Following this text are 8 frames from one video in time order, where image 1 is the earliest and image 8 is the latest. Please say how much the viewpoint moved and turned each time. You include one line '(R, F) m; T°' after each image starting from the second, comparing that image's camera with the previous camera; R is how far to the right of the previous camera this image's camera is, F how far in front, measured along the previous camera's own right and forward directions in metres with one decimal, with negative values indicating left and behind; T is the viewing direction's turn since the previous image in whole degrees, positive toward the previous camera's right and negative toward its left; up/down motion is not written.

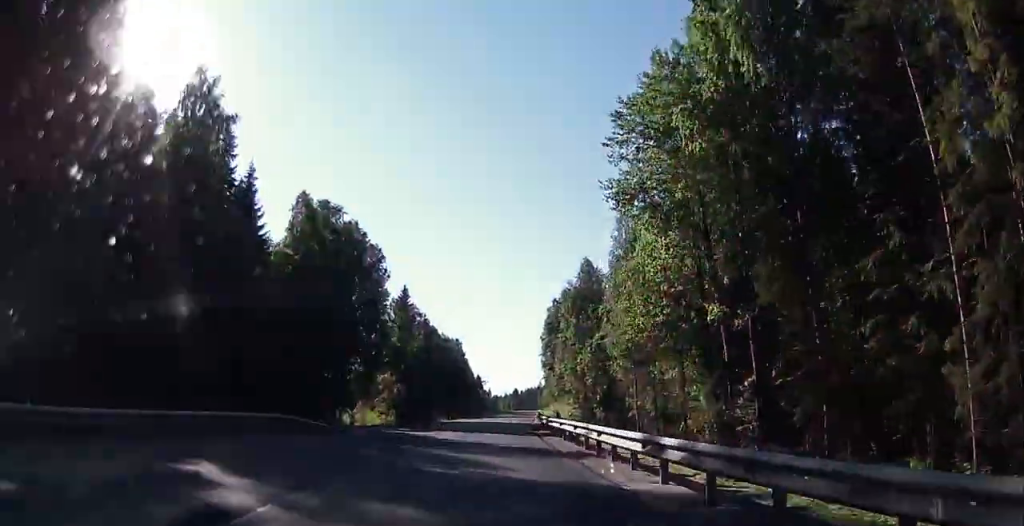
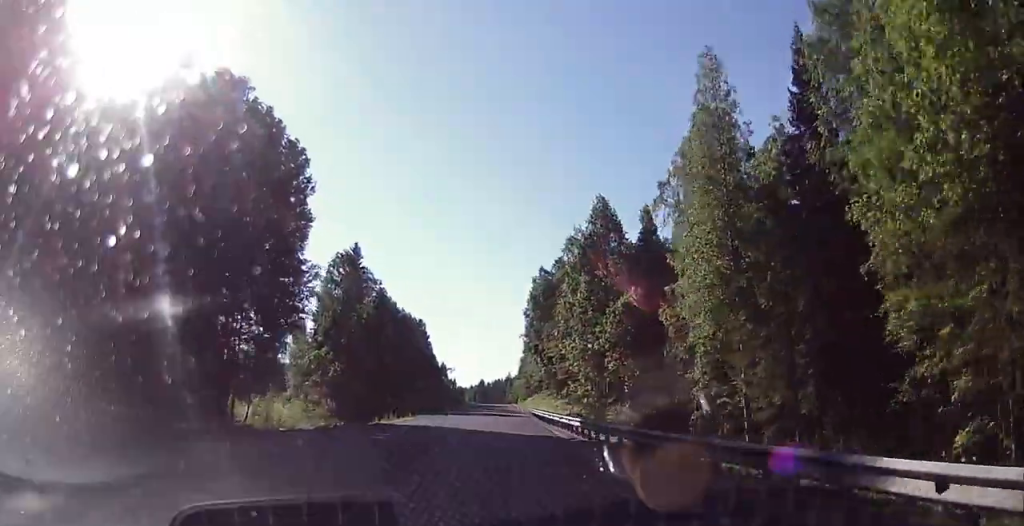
(0.0, +30.5) m; +1°
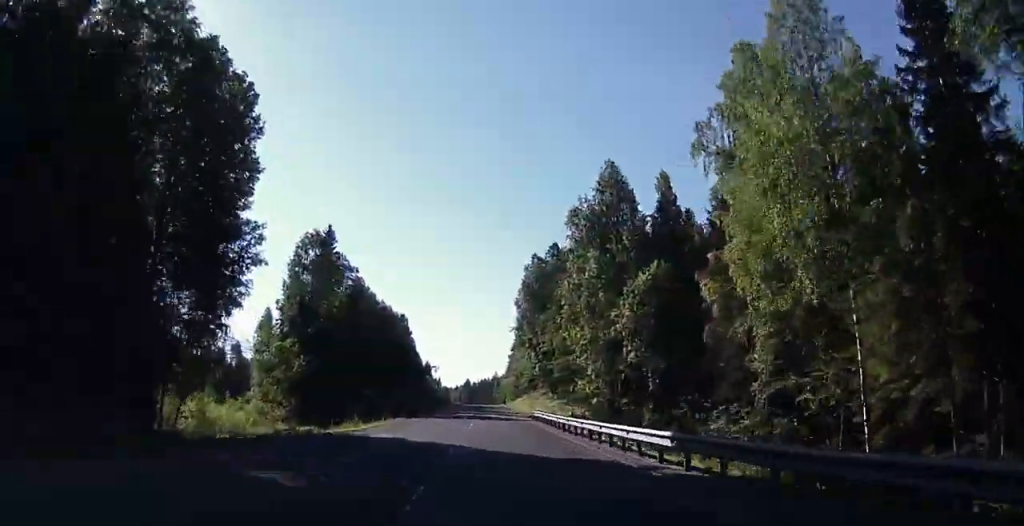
(+0.1, +11.7) m; 0°
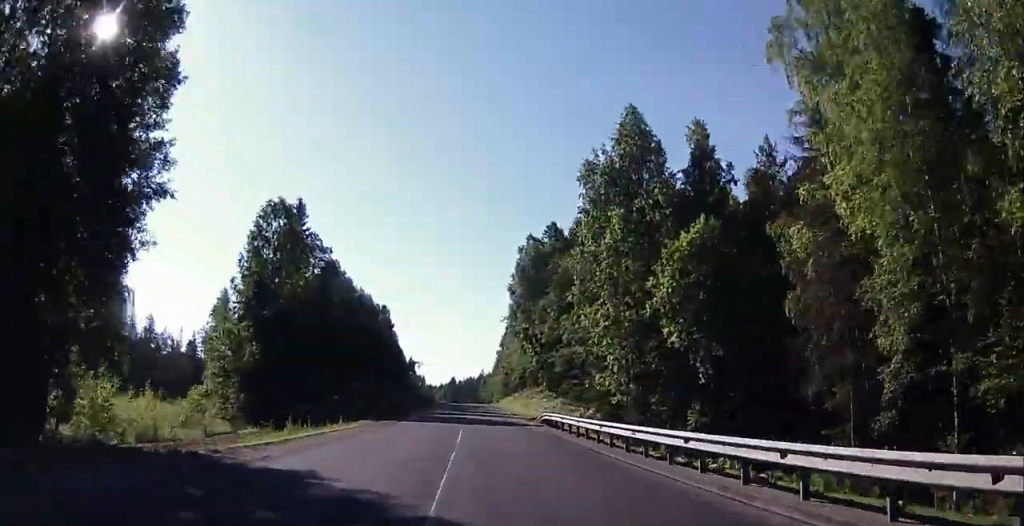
(+0.2, +12.6) m; 0°
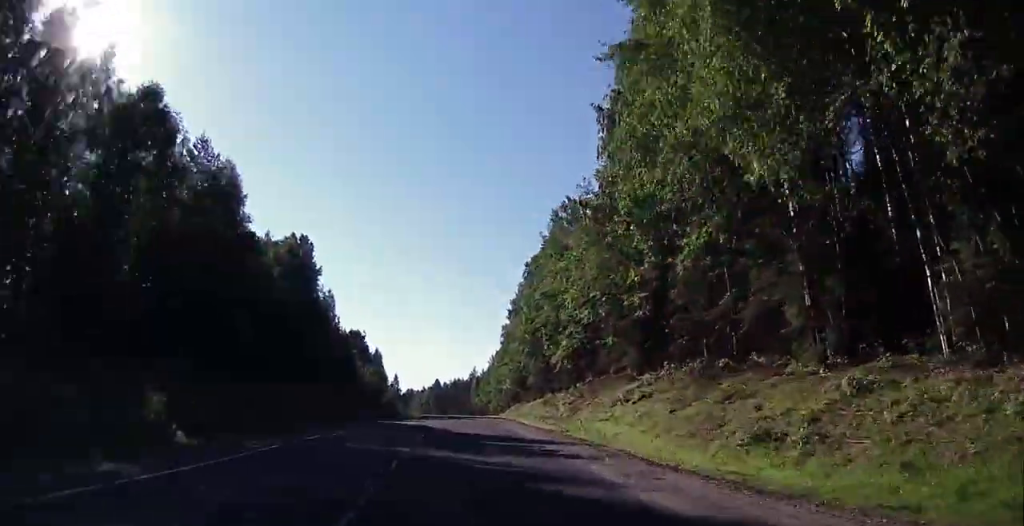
(+1.1, +77.1) m; +2°
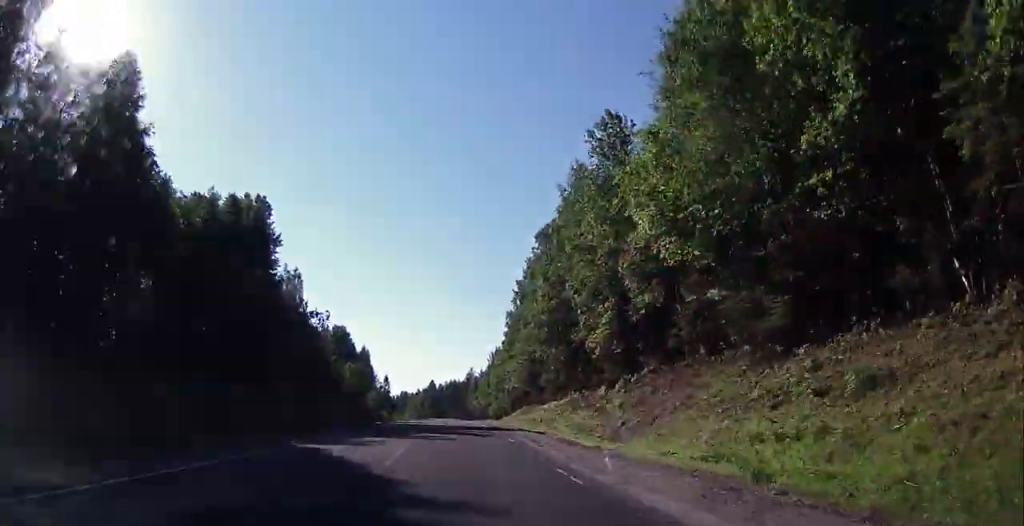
(-0.1, +20.0) m; +1°
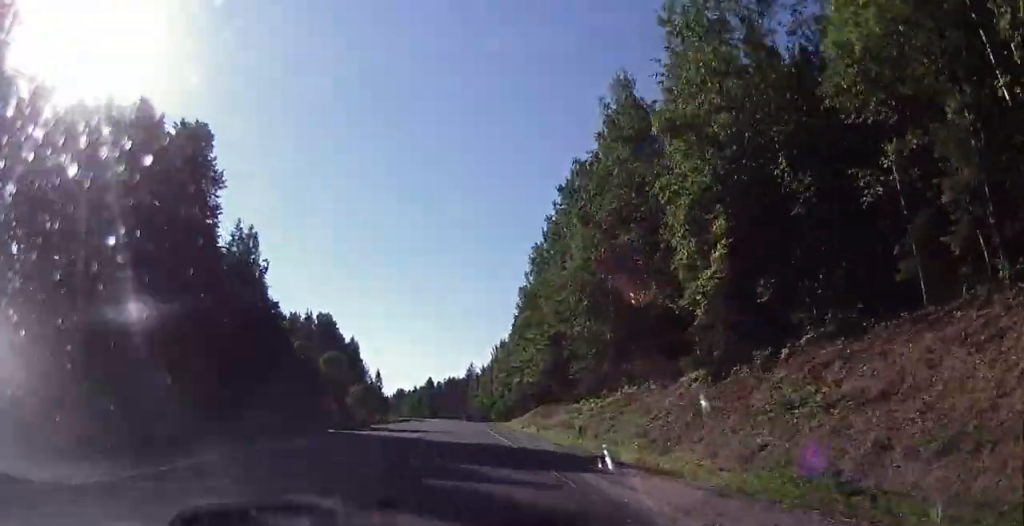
(+0.4, +19.9) m; +2°
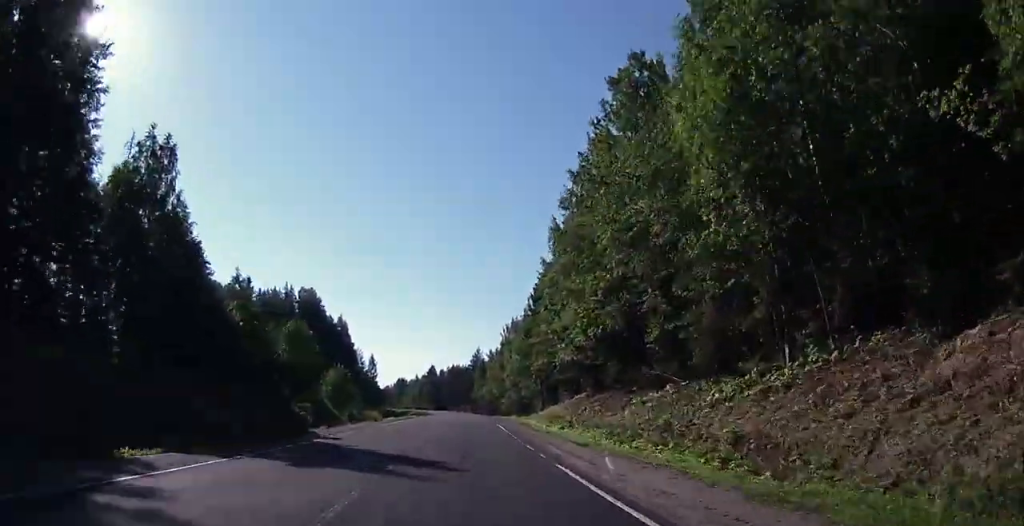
(+0.5, +22.7) m; +1°
